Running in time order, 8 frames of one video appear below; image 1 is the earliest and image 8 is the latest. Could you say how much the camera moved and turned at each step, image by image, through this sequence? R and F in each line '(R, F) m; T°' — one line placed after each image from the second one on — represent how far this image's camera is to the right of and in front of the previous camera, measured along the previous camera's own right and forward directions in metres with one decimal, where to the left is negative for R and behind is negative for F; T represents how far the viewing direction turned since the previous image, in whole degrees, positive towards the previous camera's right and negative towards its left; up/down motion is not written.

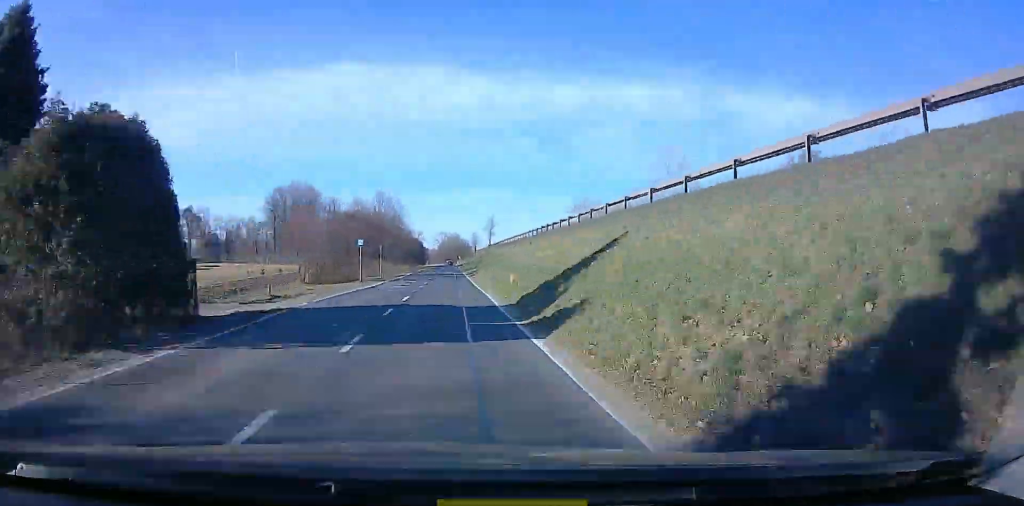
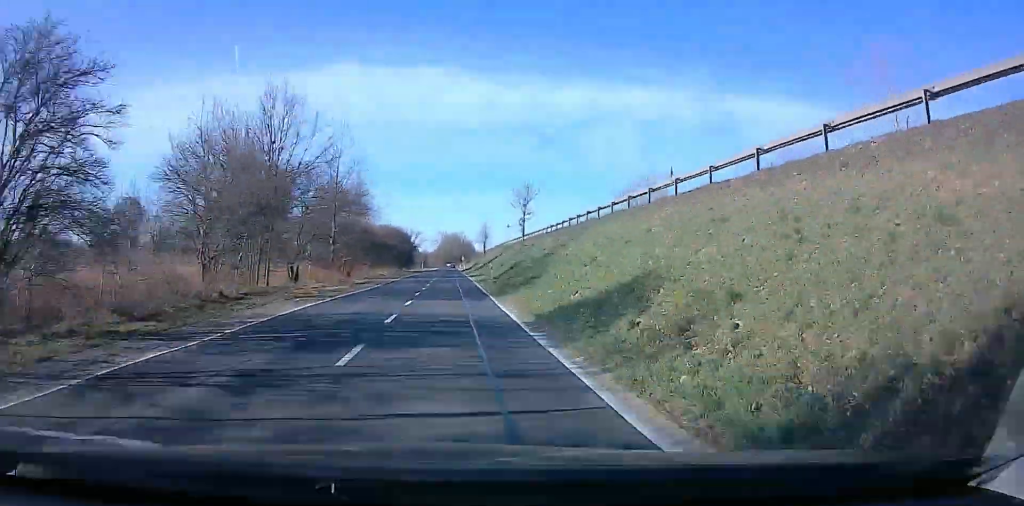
(0.0, +55.9) m; 0°
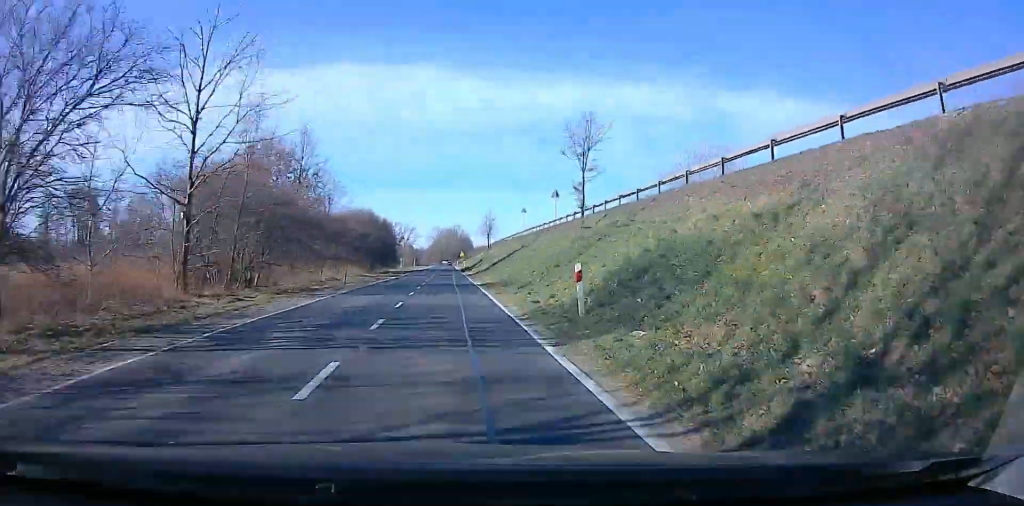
(0.0, +30.5) m; +1°
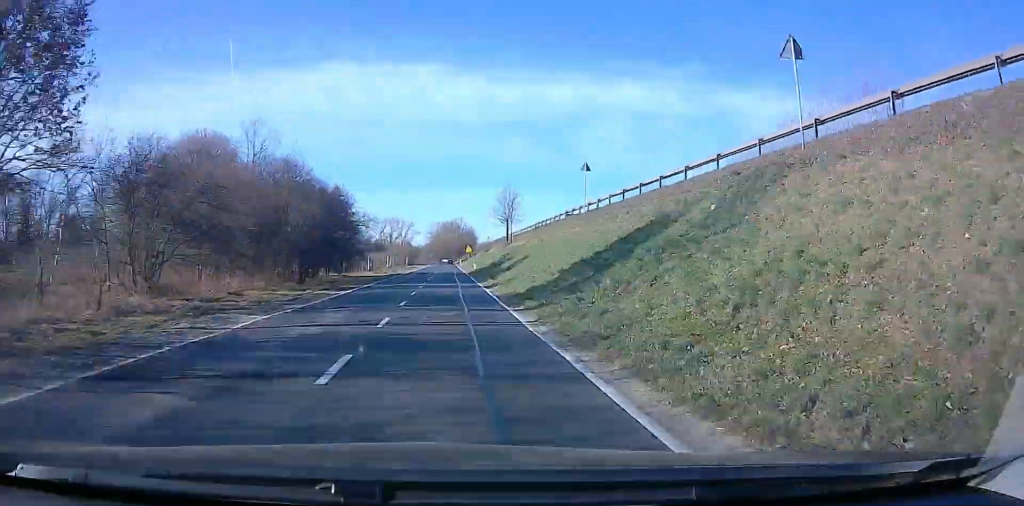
(-0.4, +37.8) m; +3°
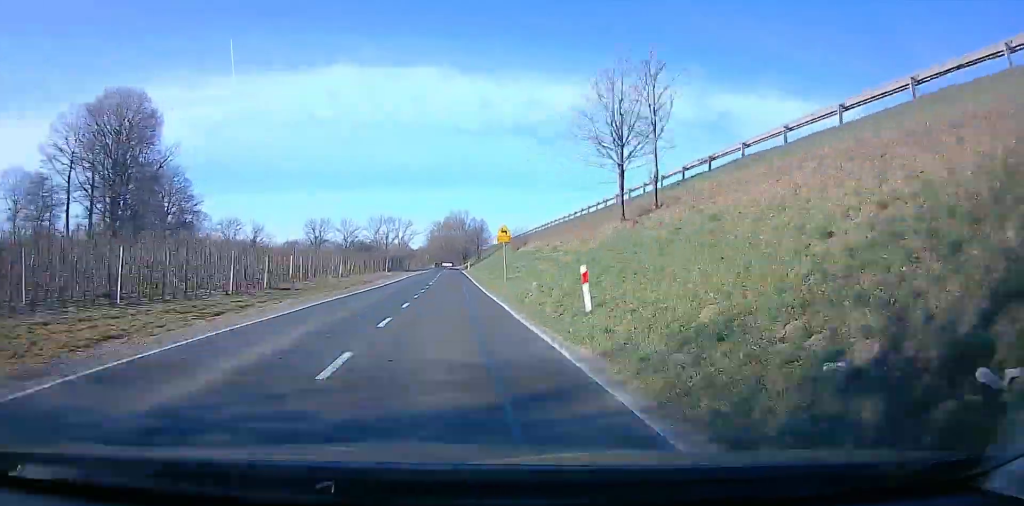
(+3.0, +52.3) m; +14°
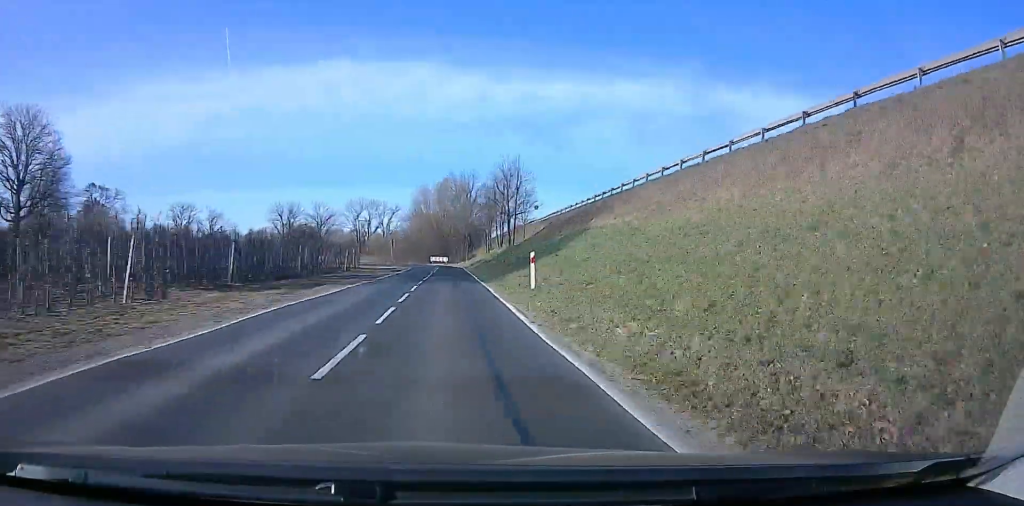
(+7.5, +72.3) m; -6°
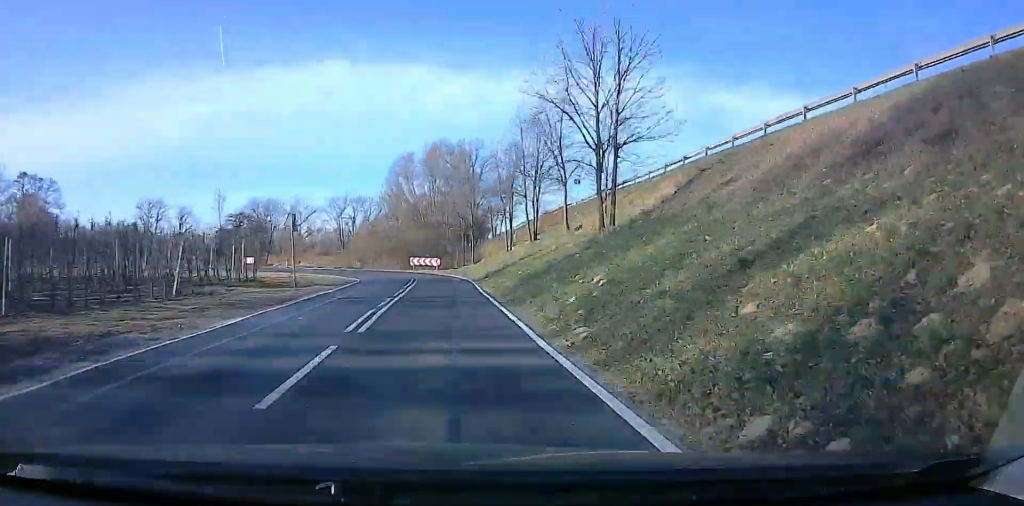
(-4.7, +32.5) m; -17°
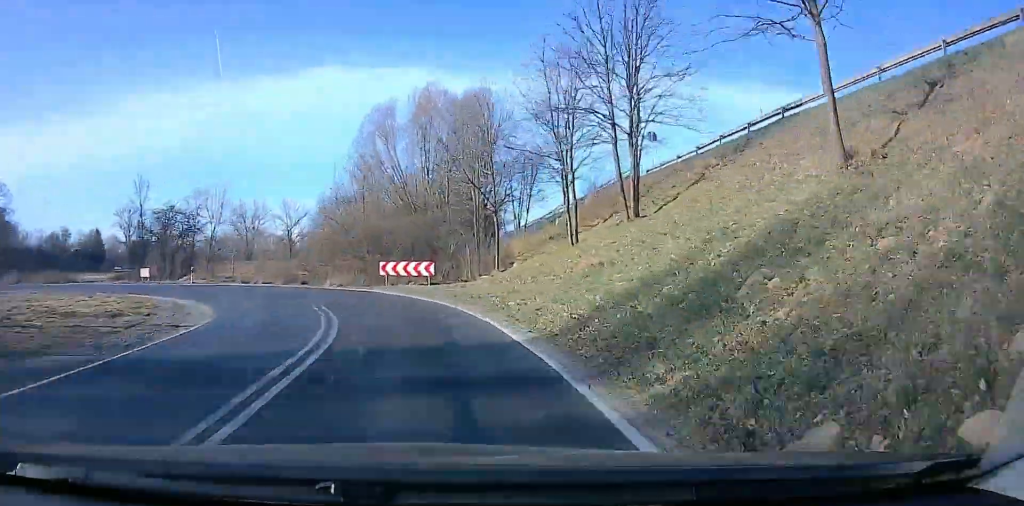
(-1.9, +26.5) m; -13°
